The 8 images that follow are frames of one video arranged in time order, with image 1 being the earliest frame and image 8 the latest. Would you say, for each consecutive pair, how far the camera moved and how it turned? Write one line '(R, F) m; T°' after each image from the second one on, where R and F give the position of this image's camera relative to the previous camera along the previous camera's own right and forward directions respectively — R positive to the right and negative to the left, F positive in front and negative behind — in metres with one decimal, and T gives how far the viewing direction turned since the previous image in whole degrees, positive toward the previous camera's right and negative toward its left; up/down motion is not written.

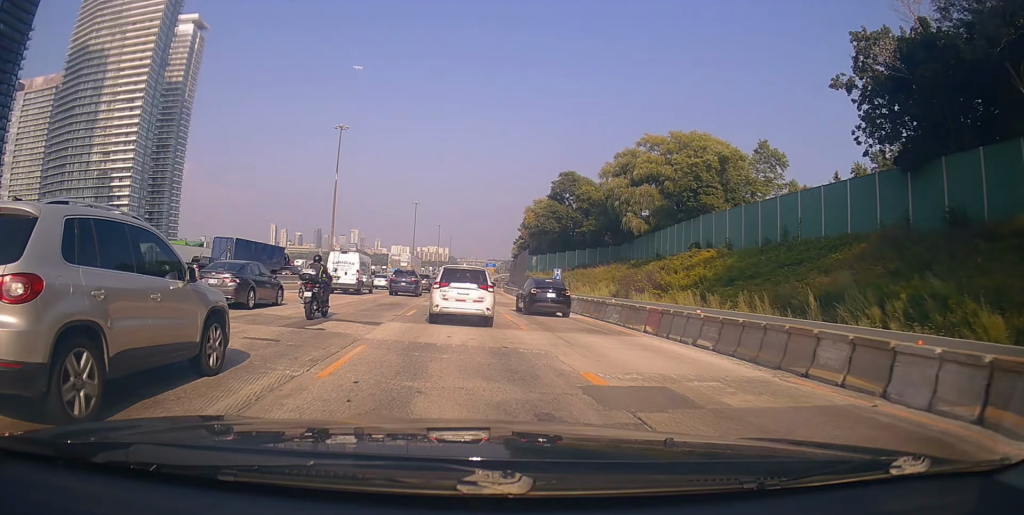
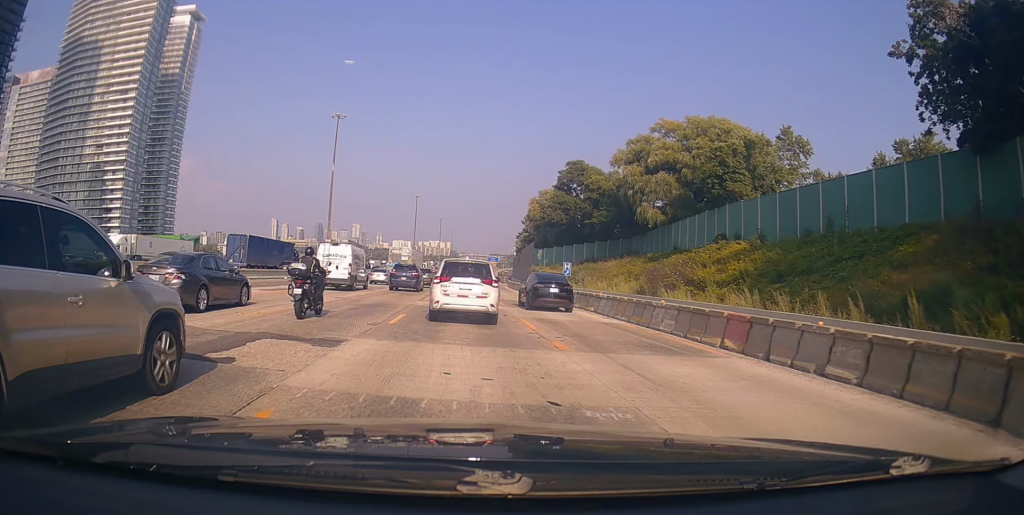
(0.0, +5.2) m; 0°
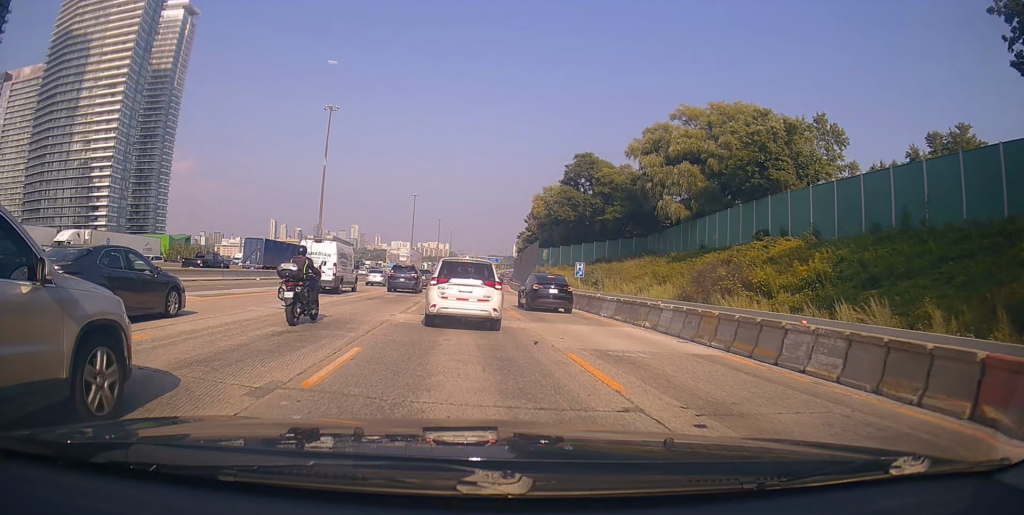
(0.0, +8.0) m; 0°
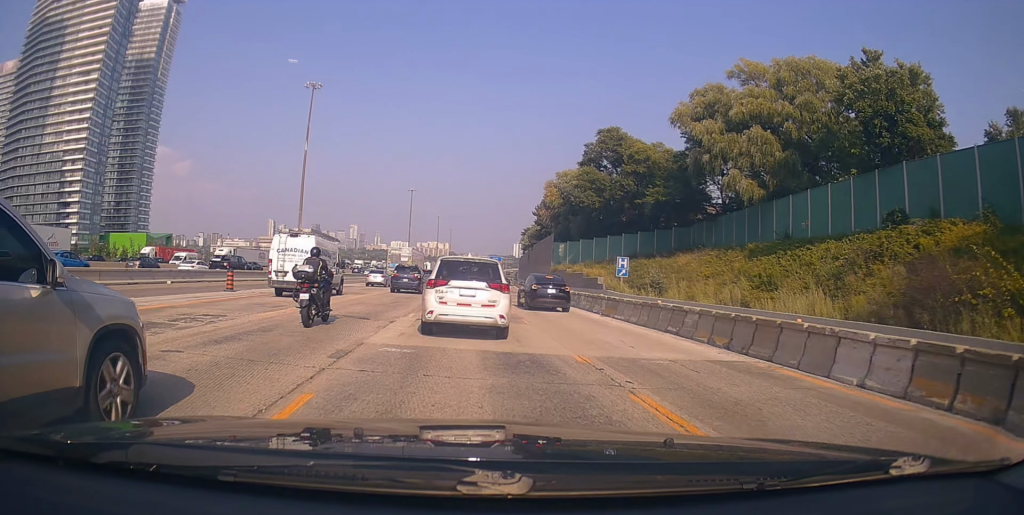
(-0.3, +16.8) m; -1°
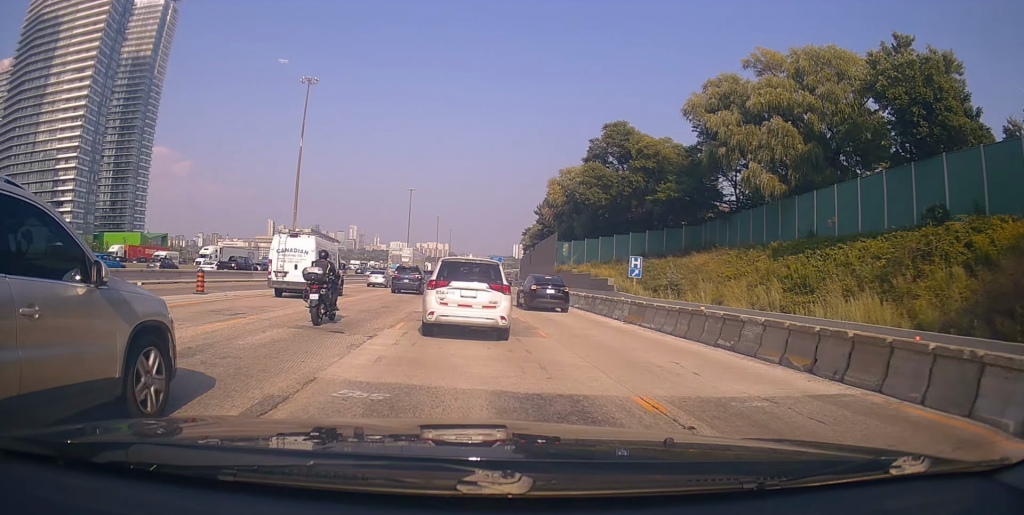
(-0.1, +3.6) m; +2°
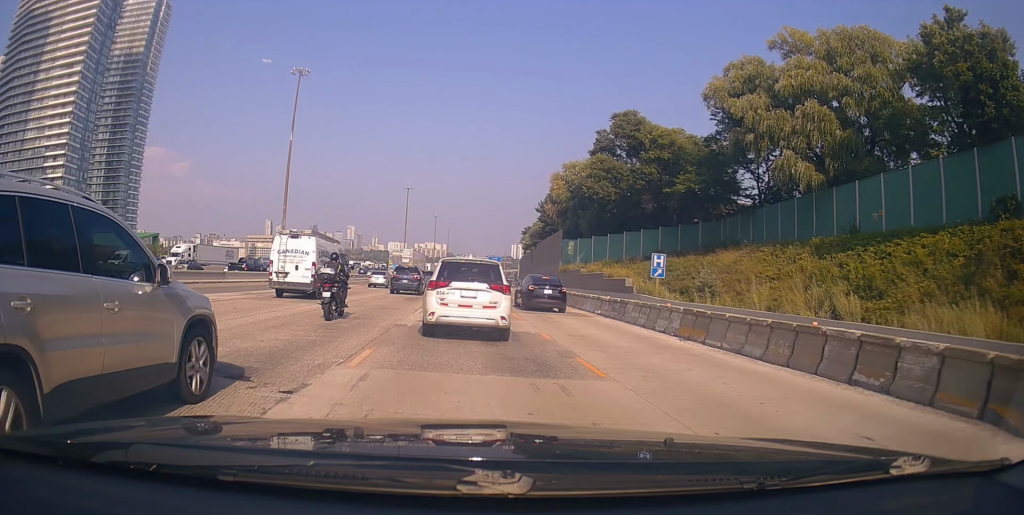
(+0.2, +5.5) m; +1°
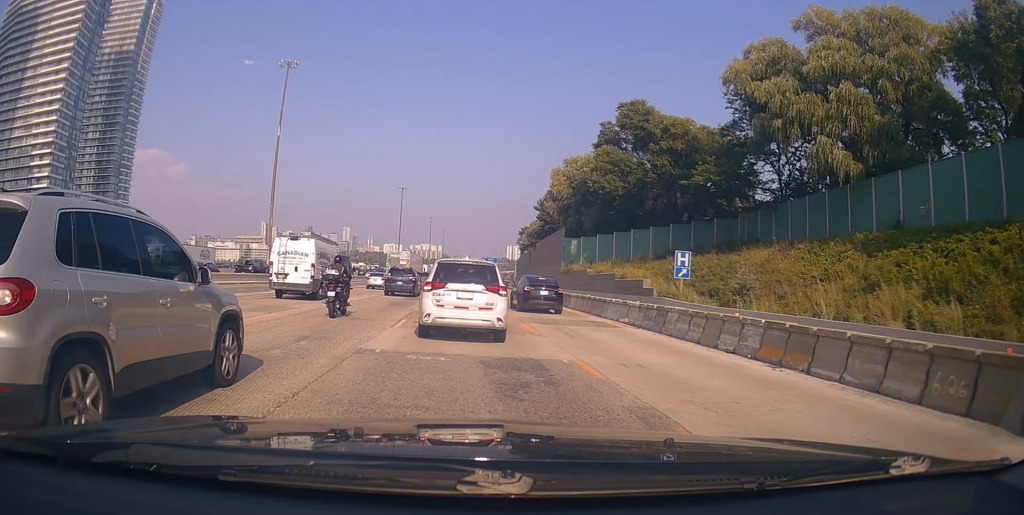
(+0.1, +4.8) m; 0°
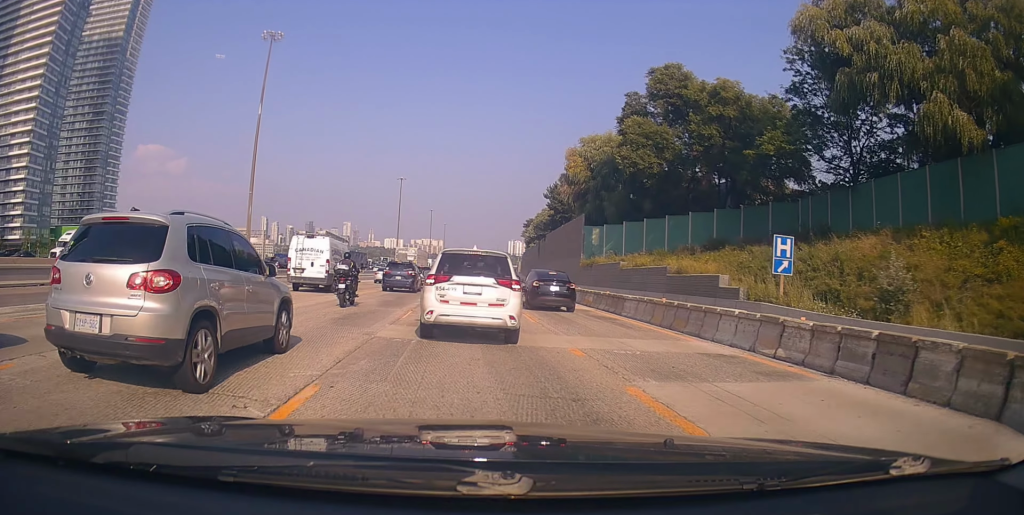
(+0.1, +10.6) m; +4°
